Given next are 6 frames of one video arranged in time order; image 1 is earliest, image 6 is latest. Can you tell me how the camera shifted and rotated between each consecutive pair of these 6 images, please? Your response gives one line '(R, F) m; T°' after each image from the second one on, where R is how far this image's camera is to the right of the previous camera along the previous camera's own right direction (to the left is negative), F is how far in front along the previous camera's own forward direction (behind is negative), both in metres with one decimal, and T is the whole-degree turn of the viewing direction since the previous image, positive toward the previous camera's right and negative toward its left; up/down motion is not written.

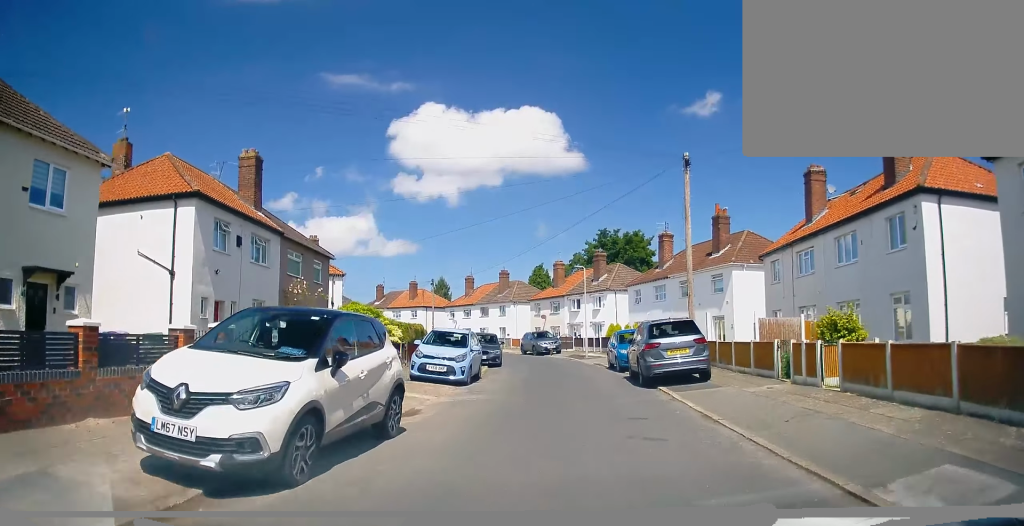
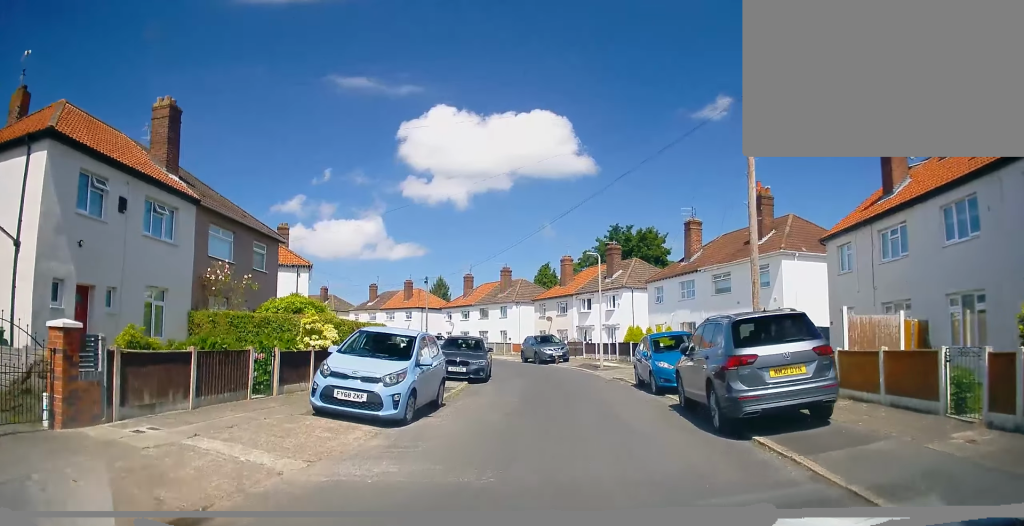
(-0.2, +7.1) m; -1°
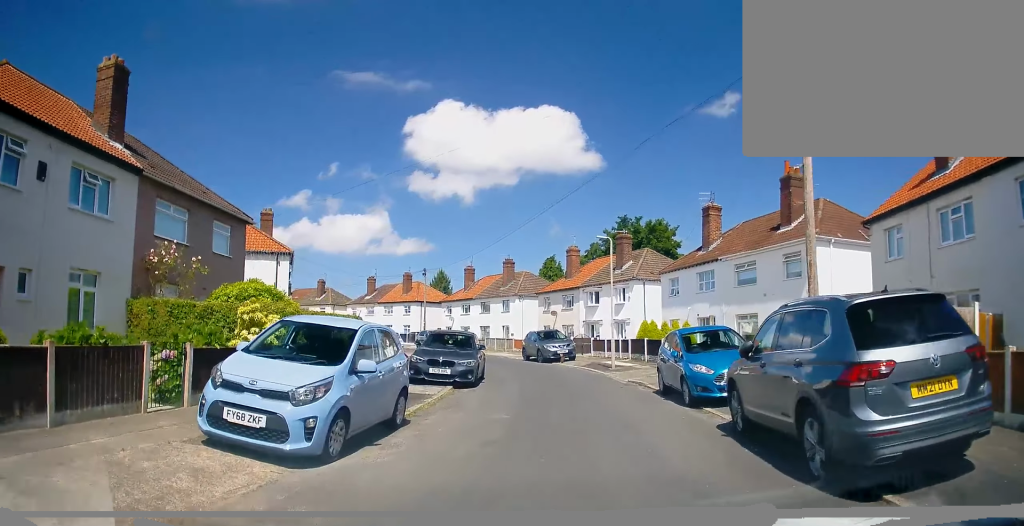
(0.0, +3.5) m; 0°
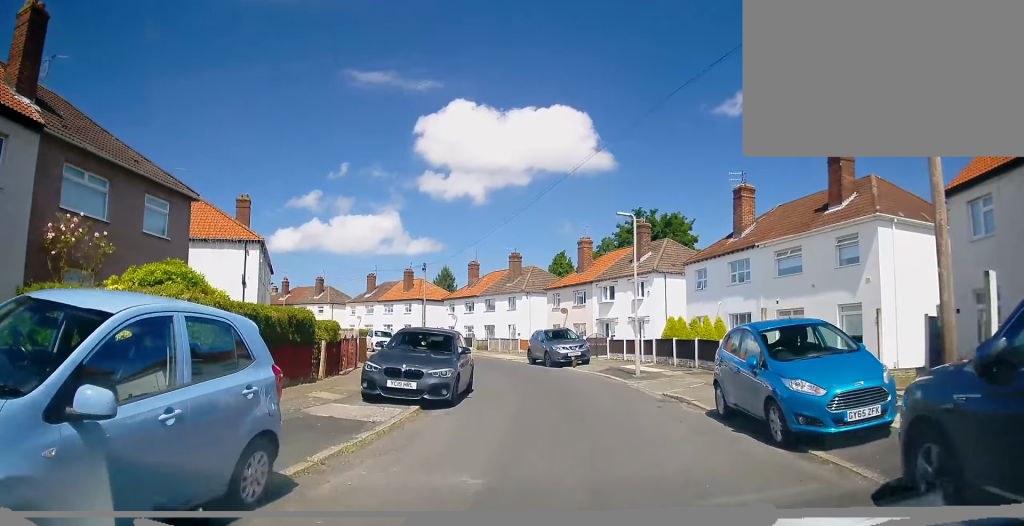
(0.0, +4.7) m; -2°
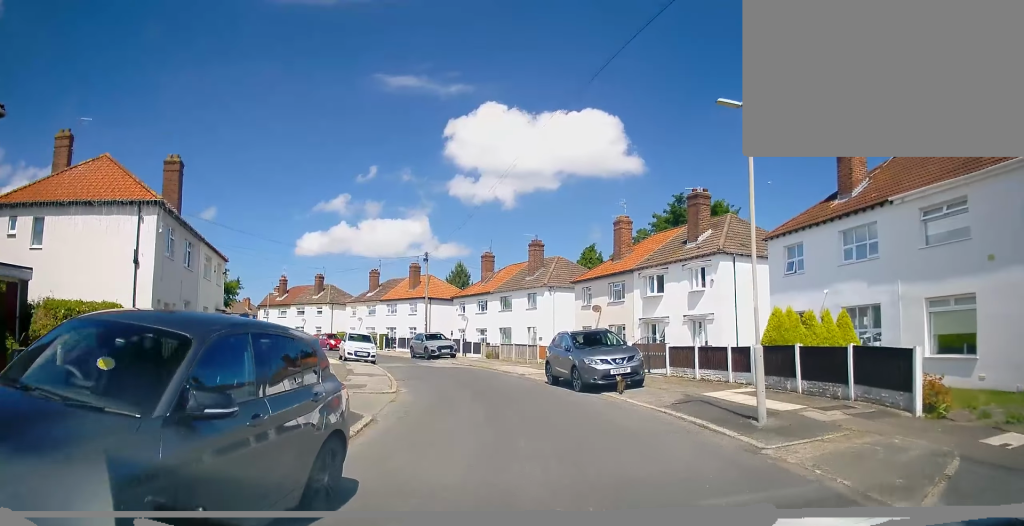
(-0.7, +9.9) m; -4°
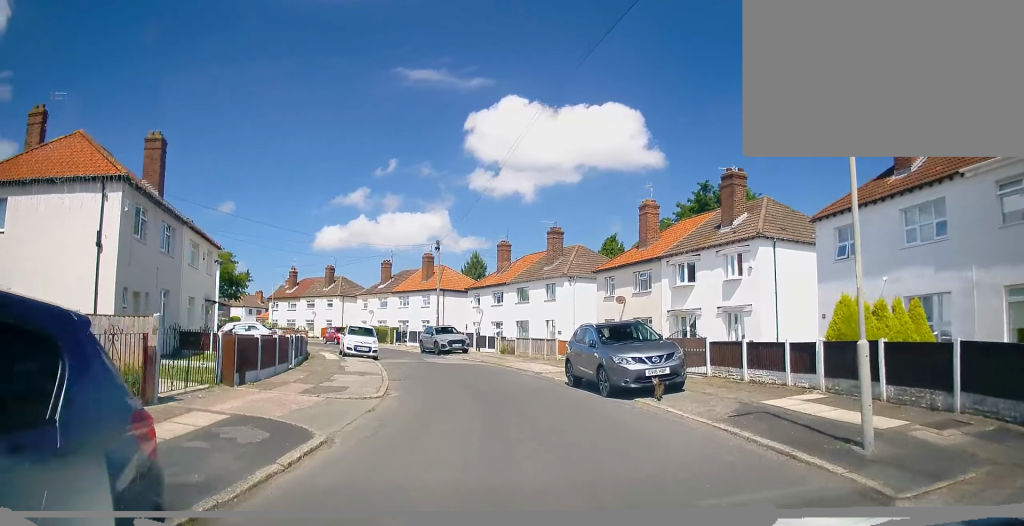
(0.0, +2.8) m; +2°
